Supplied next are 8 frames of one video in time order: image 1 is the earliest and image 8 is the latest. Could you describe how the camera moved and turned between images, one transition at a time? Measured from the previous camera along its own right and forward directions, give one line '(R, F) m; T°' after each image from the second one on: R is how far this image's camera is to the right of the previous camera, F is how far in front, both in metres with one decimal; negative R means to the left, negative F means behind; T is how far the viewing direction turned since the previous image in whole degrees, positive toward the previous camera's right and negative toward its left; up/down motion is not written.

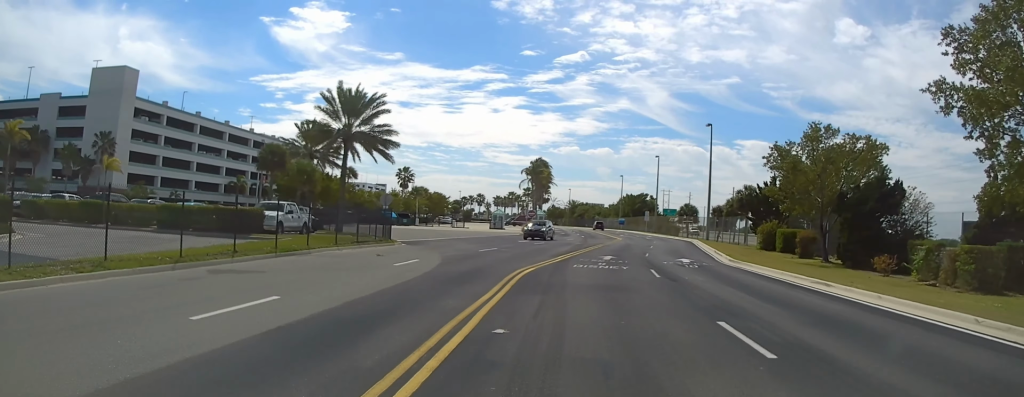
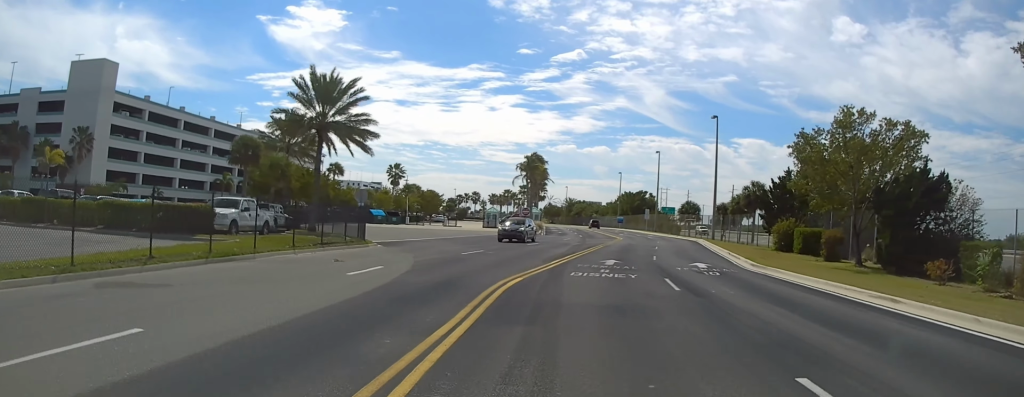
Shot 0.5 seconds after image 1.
(0.0, +4.3) m; 0°
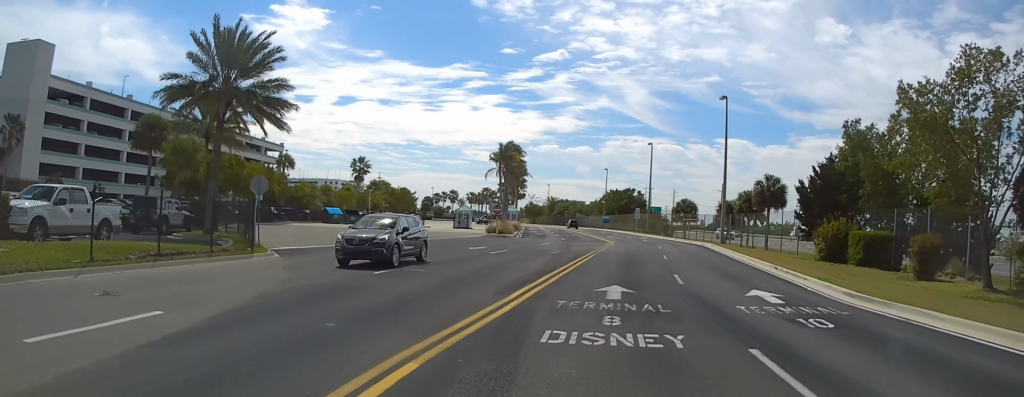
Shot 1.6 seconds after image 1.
(+0.1, +10.7) m; +2°
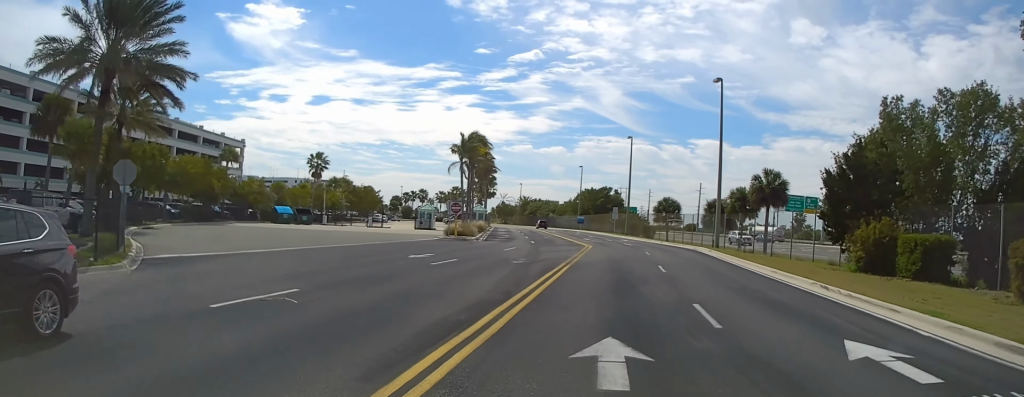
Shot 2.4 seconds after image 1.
(+0.2, +7.3) m; +2°
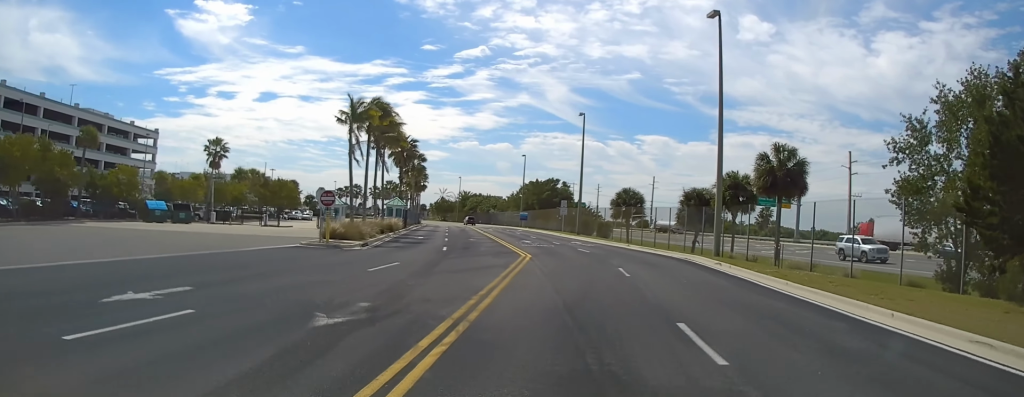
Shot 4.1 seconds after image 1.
(+0.1, +15.2) m; -1°
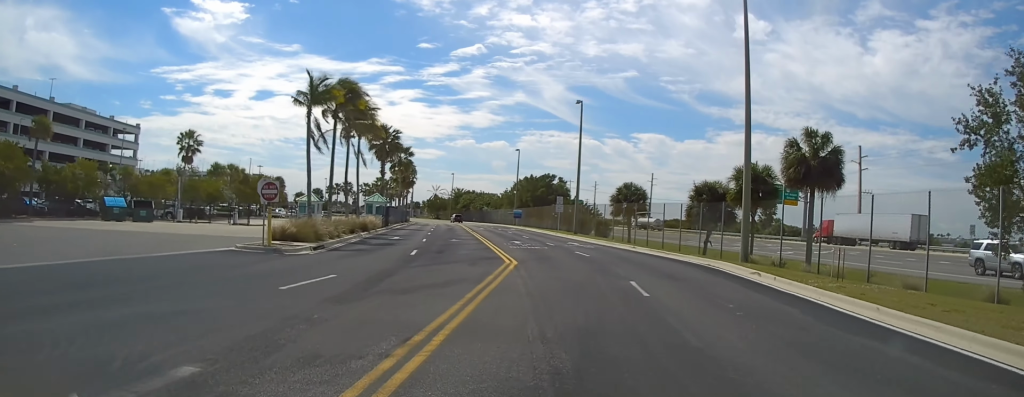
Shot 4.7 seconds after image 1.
(0.0, +5.7) m; -2°
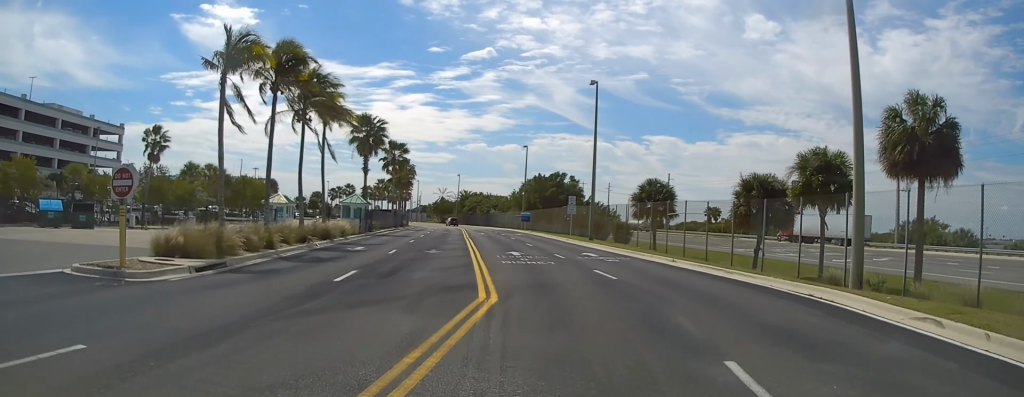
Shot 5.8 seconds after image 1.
(-0.3, +9.5) m; -3°
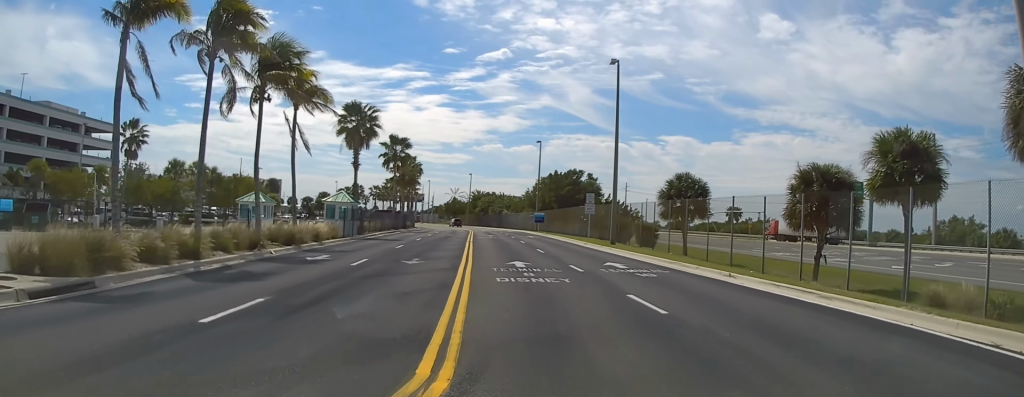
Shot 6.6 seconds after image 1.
(0.0, +6.8) m; -2°
